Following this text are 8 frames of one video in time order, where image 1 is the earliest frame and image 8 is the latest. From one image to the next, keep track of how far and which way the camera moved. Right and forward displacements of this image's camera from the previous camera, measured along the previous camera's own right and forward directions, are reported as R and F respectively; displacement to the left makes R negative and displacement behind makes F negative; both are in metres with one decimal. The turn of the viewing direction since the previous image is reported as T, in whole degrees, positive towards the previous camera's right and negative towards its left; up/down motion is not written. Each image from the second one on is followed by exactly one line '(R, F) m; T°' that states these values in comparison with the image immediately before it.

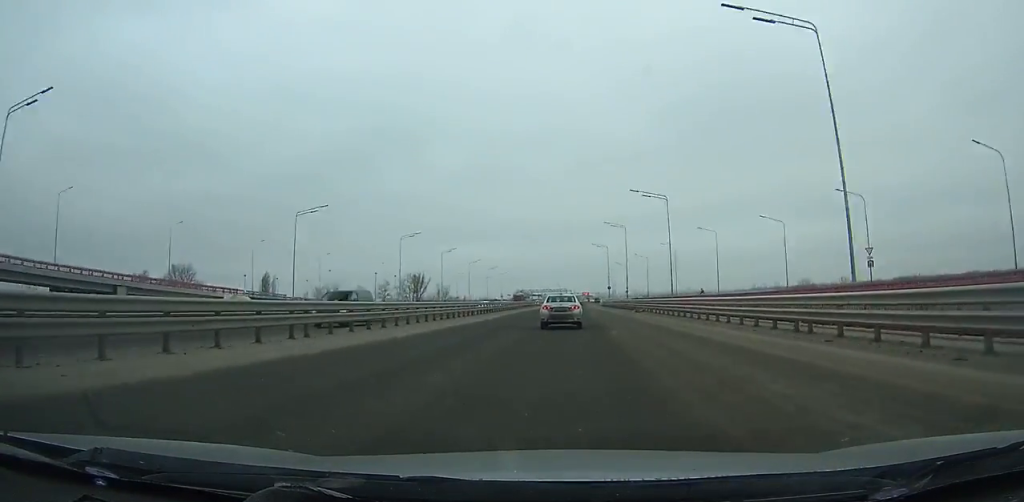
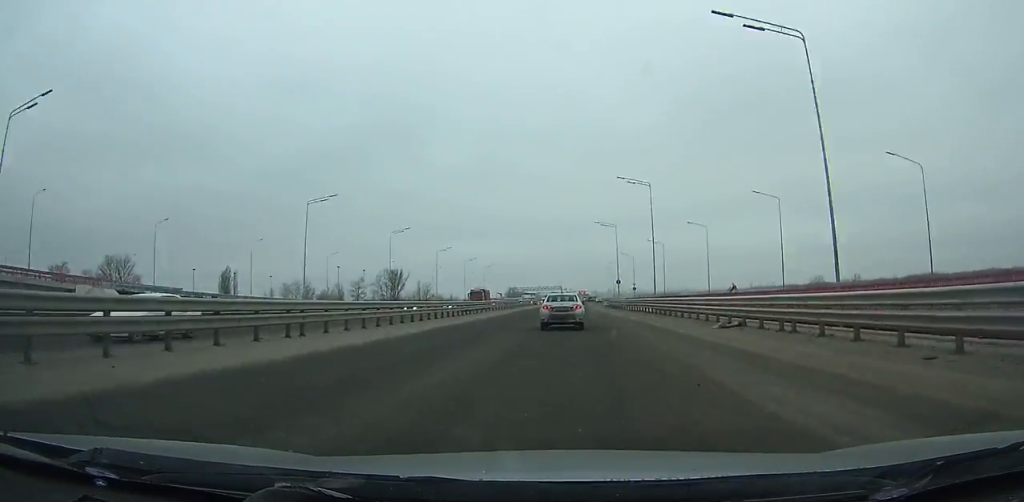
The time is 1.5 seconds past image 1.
(0.0, +32.1) m; 0°
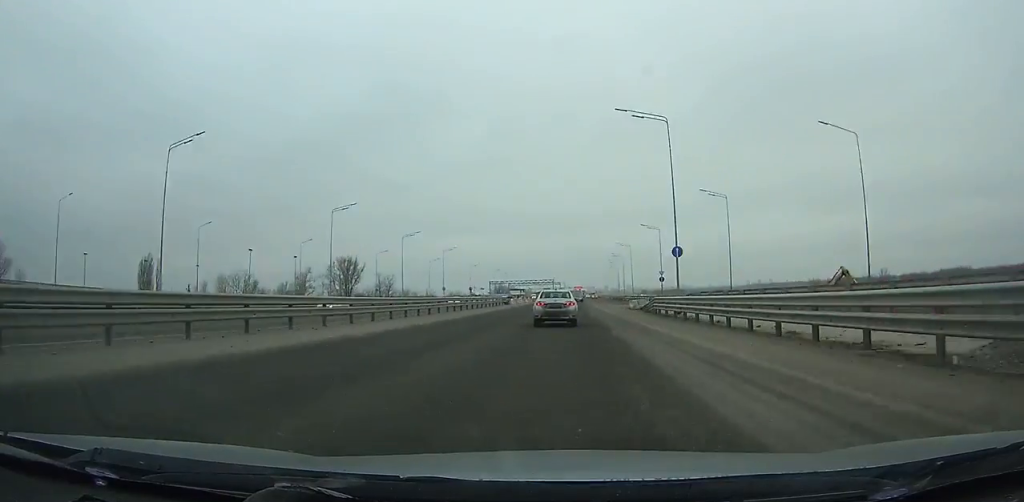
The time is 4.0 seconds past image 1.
(+0.1, +52.4) m; 0°
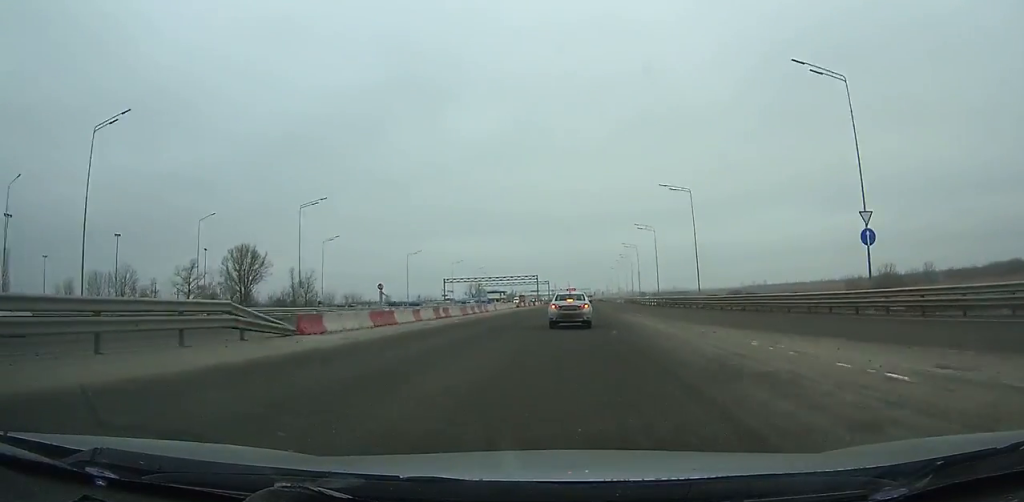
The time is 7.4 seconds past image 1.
(+0.4, +66.2) m; +1°
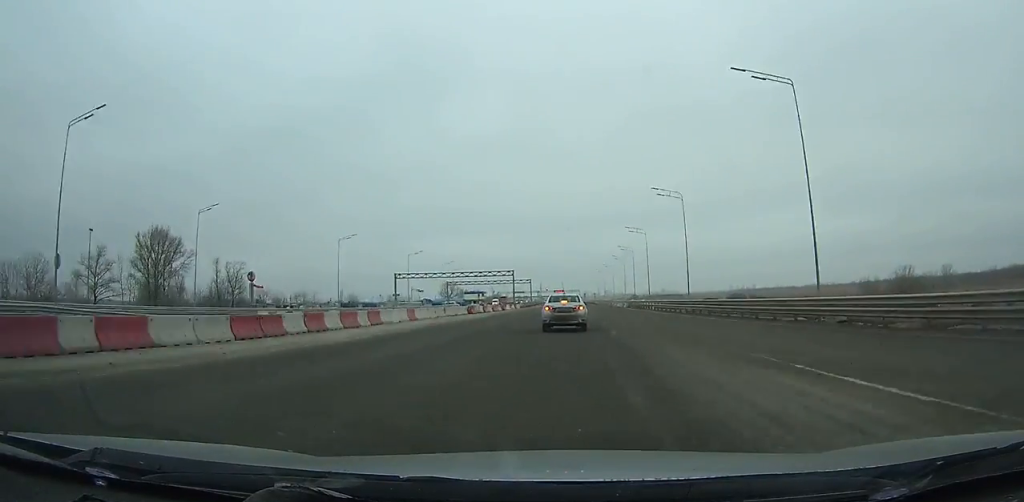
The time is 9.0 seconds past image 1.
(+0.5, +28.6) m; +1°
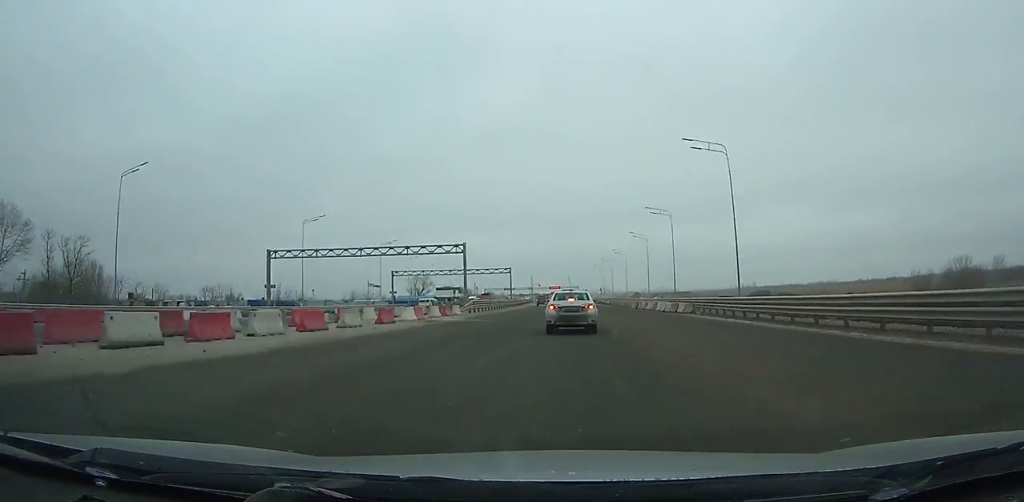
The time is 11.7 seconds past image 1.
(+0.3, +41.7) m; 0°
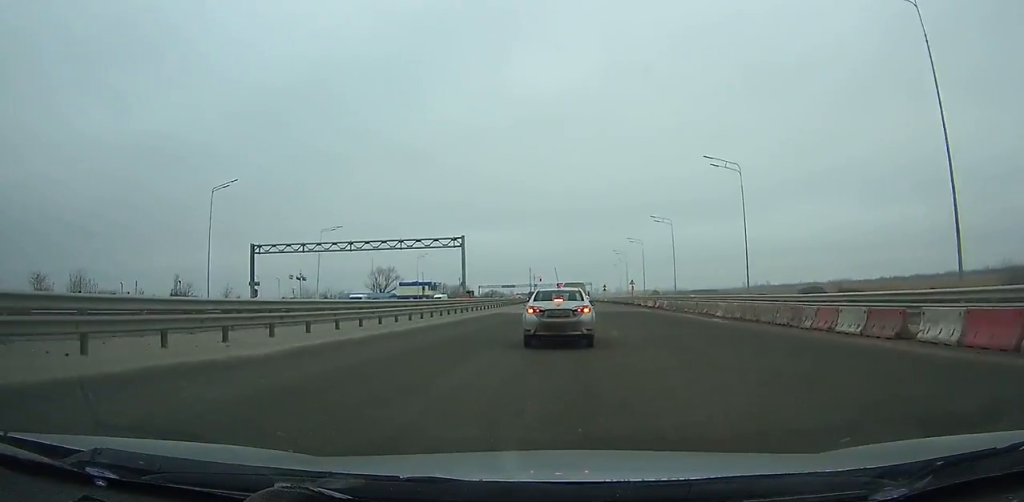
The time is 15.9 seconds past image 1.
(-0.3, +48.5) m; -1°
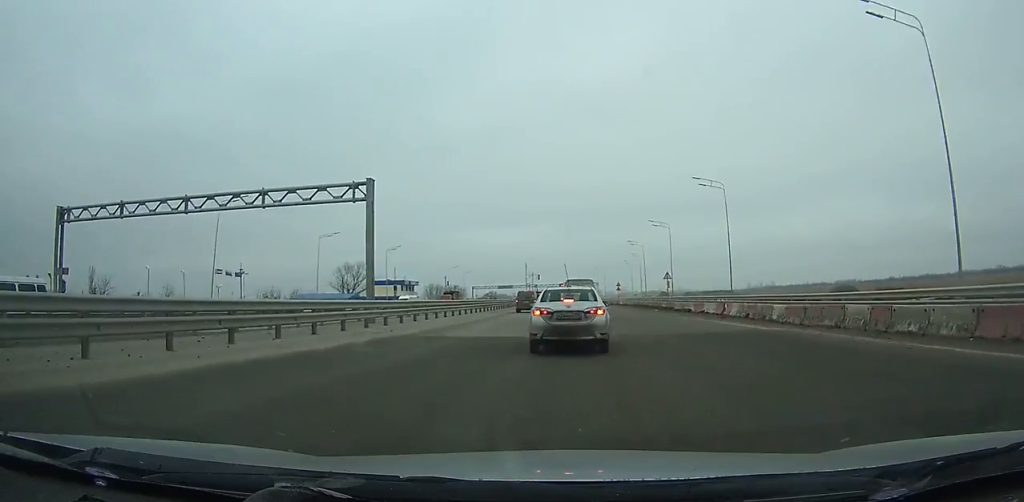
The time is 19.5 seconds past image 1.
(-0.3, +23.8) m; -1°
